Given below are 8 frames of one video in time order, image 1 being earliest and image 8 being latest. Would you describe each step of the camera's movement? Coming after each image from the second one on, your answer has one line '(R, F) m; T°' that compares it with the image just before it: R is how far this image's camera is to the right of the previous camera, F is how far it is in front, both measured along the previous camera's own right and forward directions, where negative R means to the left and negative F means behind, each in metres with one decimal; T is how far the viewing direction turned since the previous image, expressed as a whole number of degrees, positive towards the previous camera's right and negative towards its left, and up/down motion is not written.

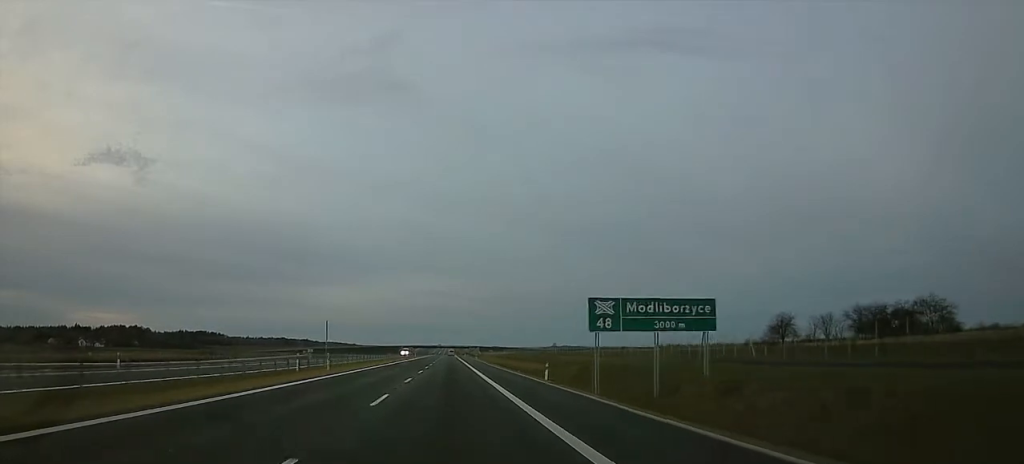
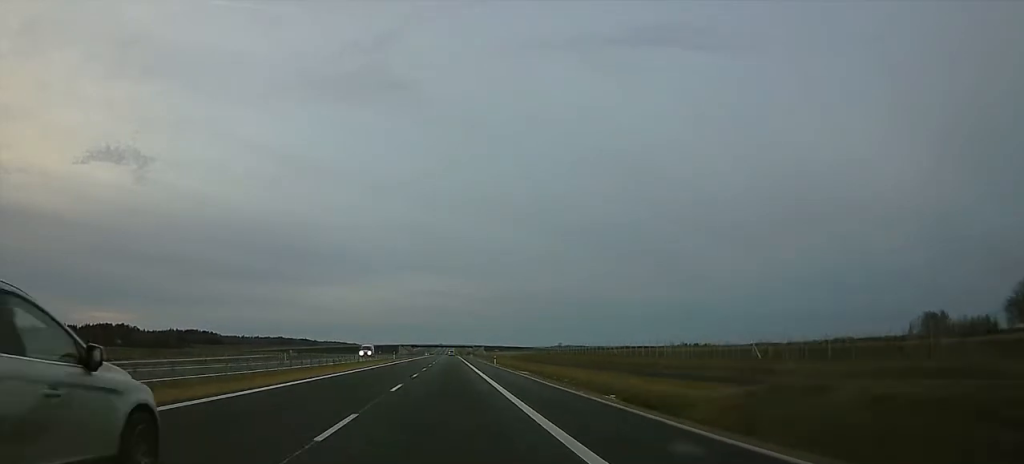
(0.0, +54.0) m; -2°
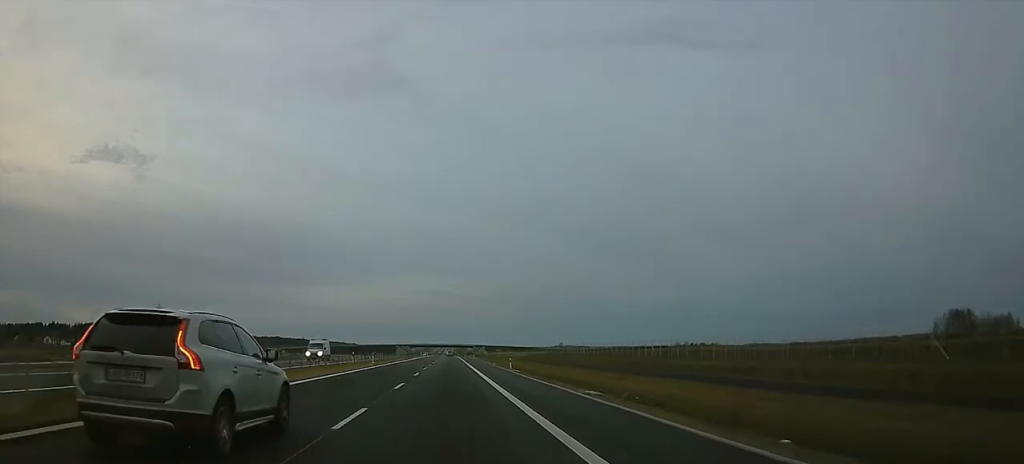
(-0.7, +22.4) m; -1°
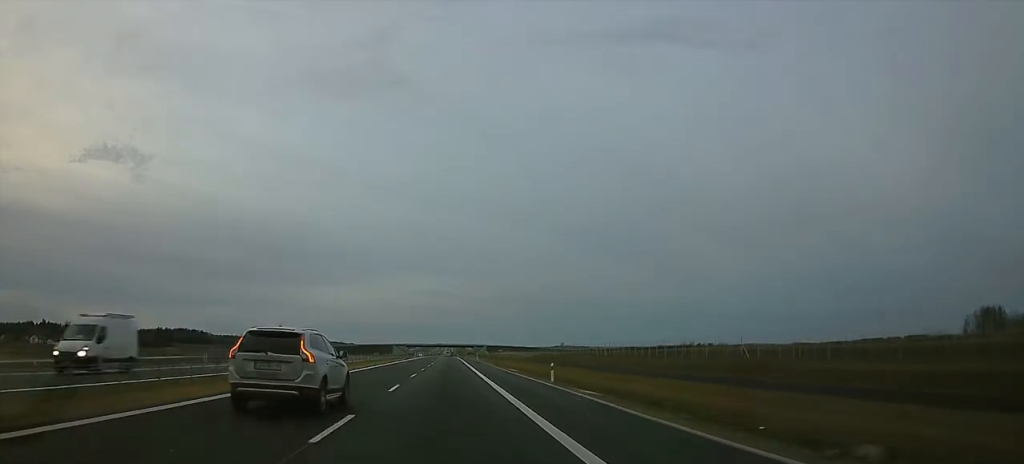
(-0.2, +25.5) m; +1°
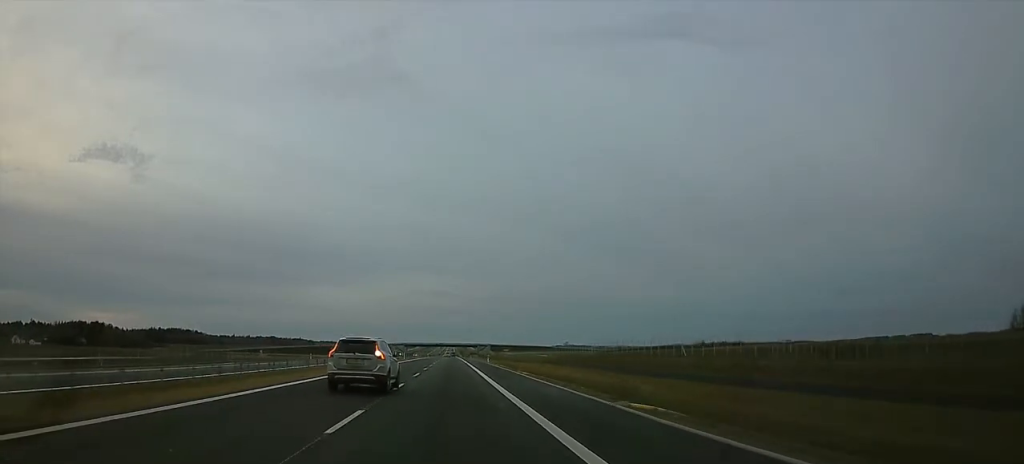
(+1.1, +34.9) m; +2°
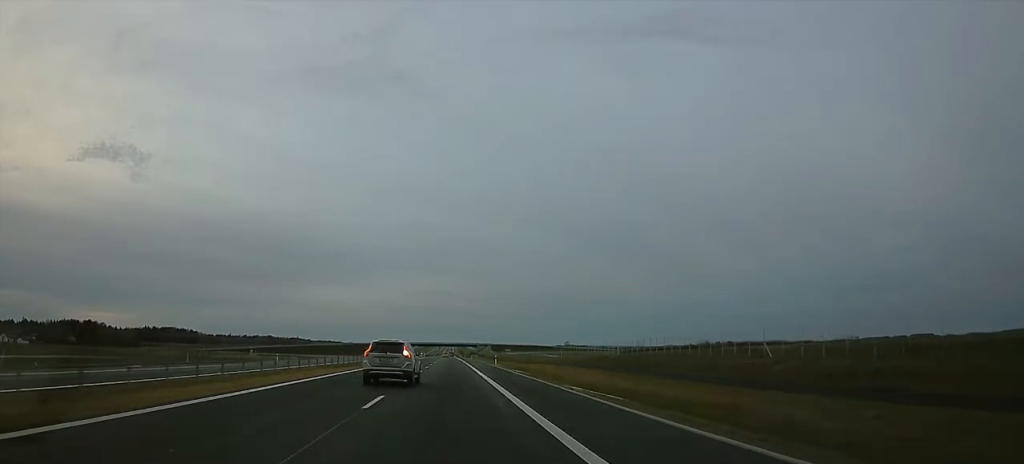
(0.0, +19.5) m; 0°
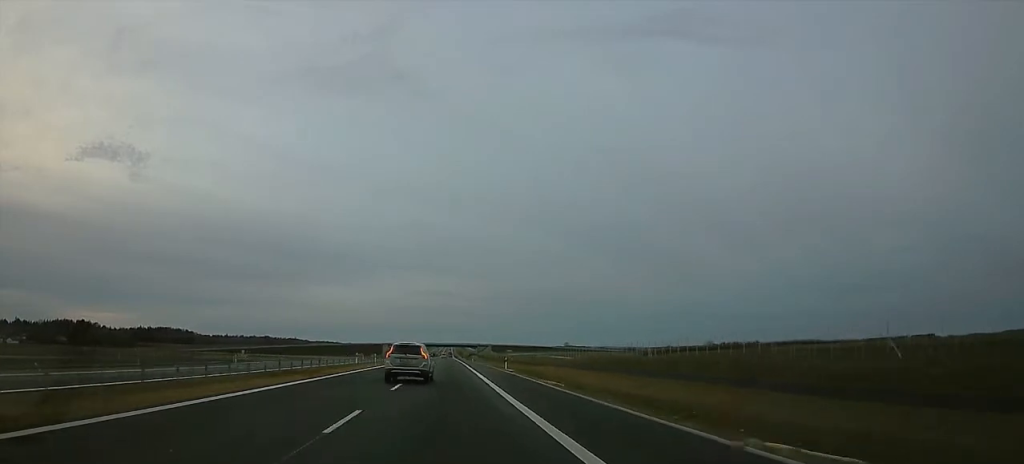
(-0.2, +16.5) m; 0°
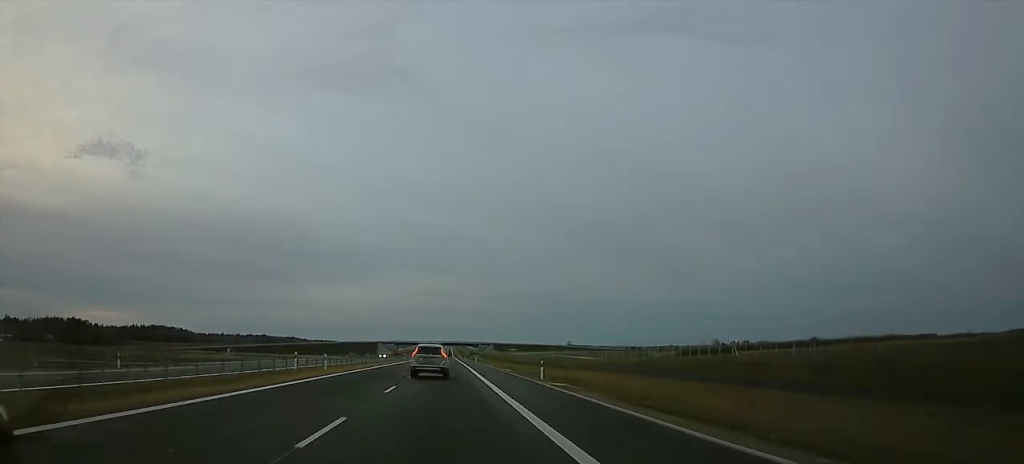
(0.0, +25.7) m; 0°
